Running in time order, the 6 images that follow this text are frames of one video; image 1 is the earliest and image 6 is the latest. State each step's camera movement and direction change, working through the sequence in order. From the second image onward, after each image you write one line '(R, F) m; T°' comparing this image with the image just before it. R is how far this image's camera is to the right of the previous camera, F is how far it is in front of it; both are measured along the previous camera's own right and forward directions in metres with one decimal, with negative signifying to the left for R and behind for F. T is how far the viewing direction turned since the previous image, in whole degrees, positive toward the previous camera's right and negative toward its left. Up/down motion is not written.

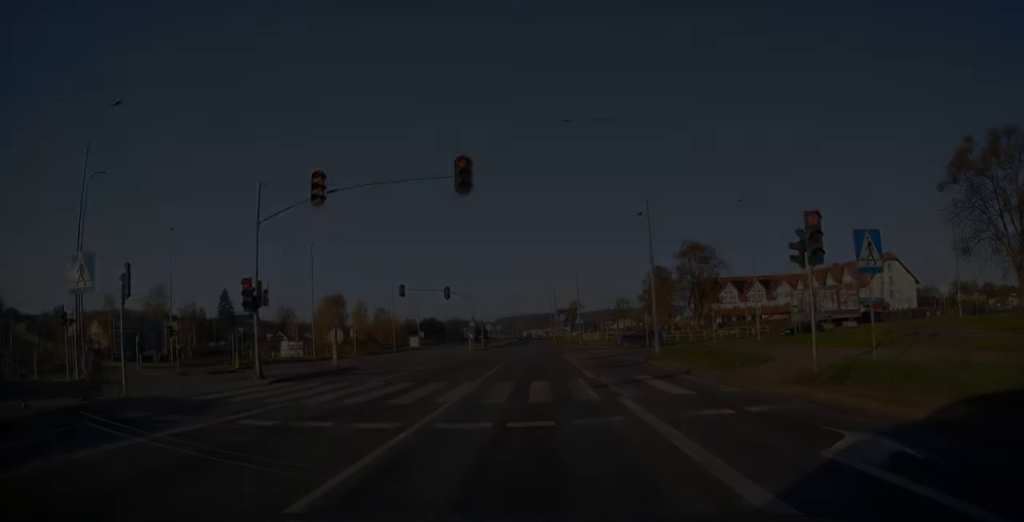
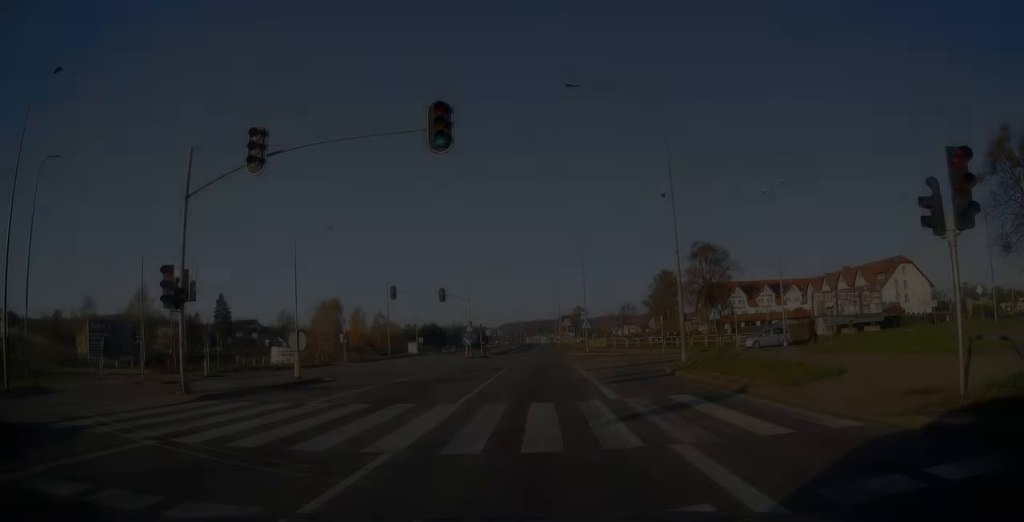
(0.0, +1.2) m; -1°
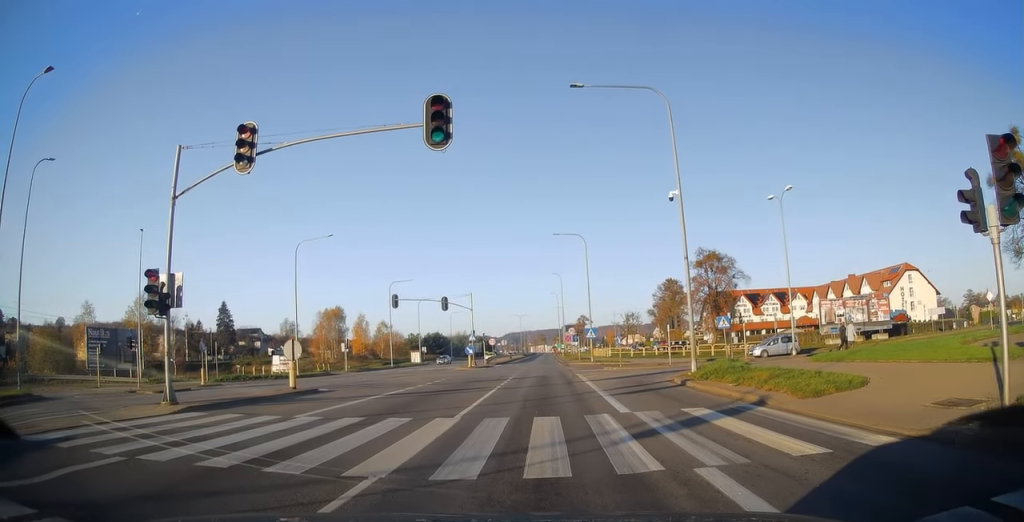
(0.0, +2.1) m; -1°
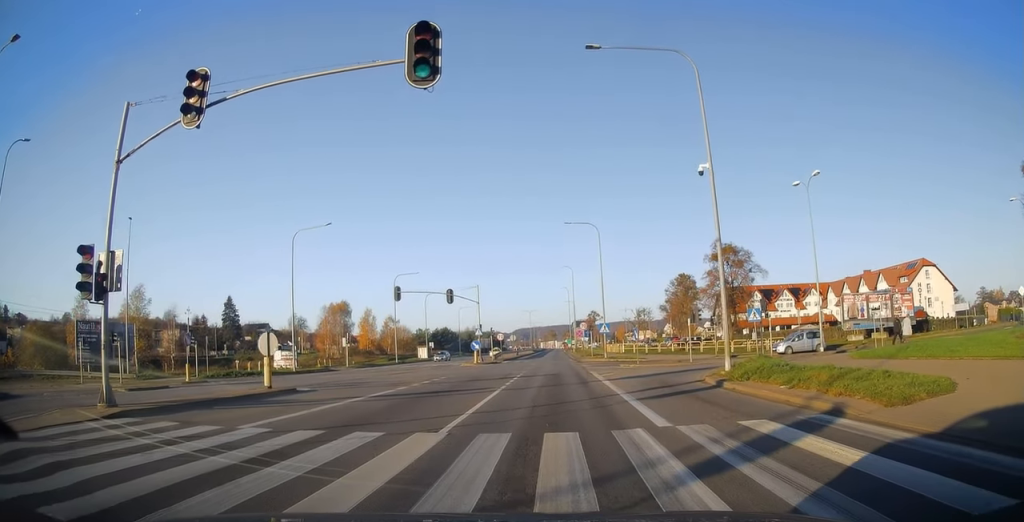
(0.0, +3.2) m; -1°
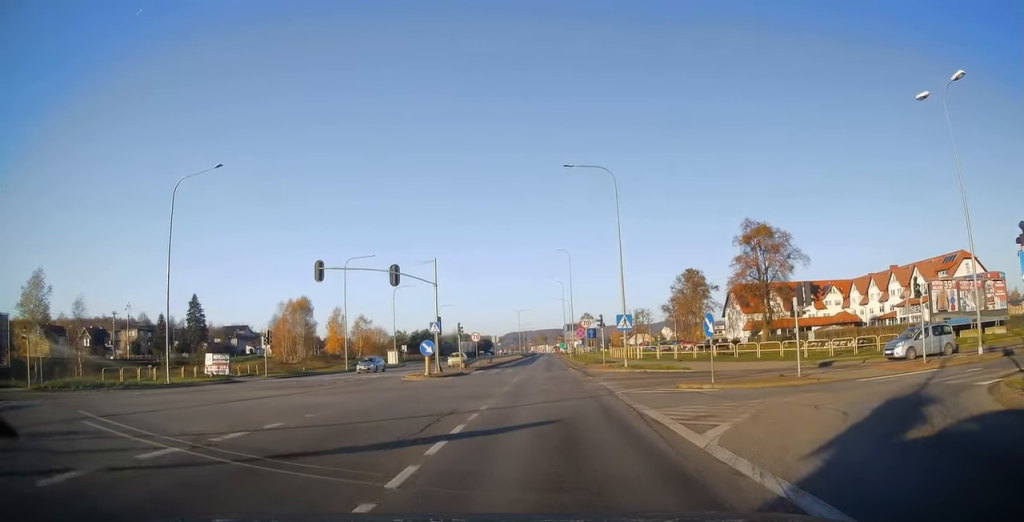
(0.0, +18.5) m; 0°
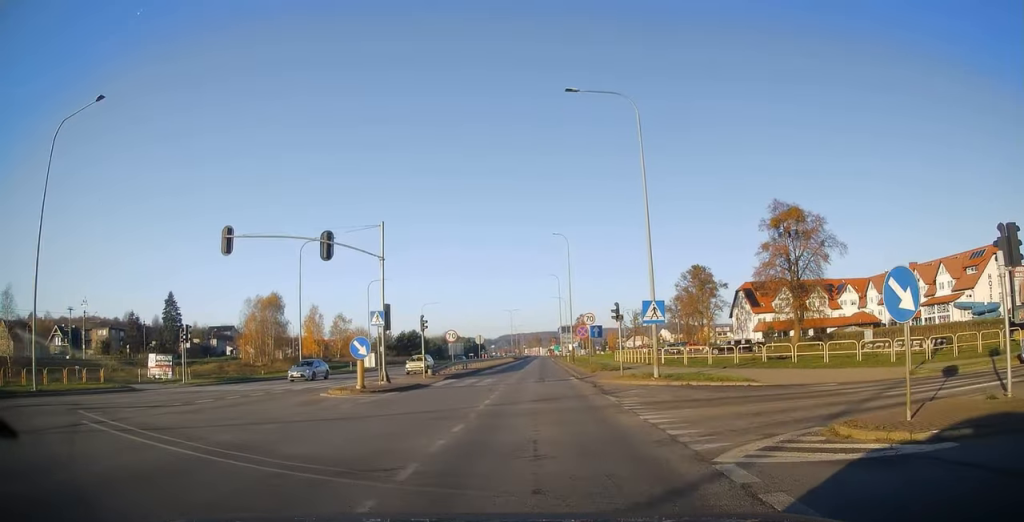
(0.0, +11.7) m; +1°
